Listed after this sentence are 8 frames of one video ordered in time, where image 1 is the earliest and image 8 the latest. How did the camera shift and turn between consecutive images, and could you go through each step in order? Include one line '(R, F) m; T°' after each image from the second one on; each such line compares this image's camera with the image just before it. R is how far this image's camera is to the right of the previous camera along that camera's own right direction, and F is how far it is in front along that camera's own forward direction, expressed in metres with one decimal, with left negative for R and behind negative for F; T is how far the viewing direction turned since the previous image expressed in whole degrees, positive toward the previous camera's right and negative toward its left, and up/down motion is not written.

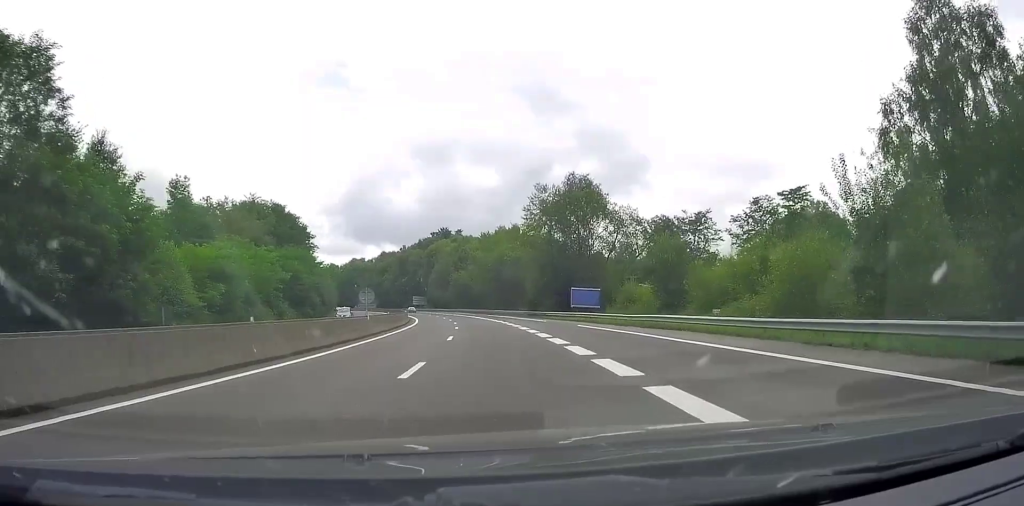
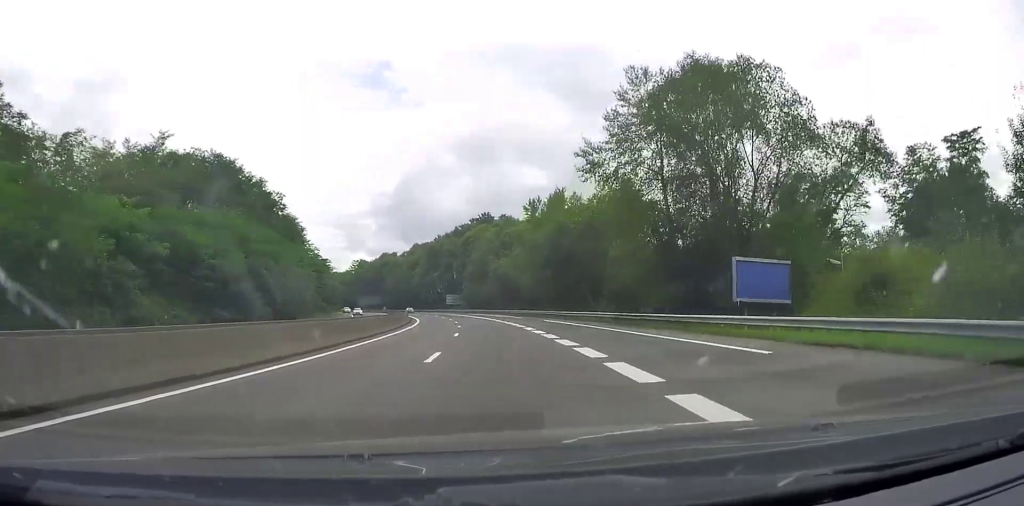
(-2.2, +36.3) m; -6°
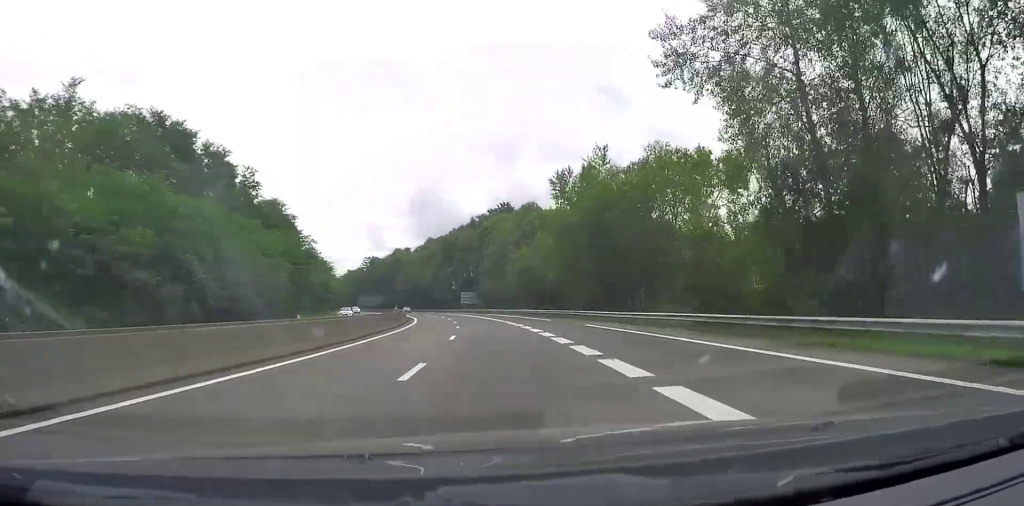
(-0.6, +16.8) m; -2°
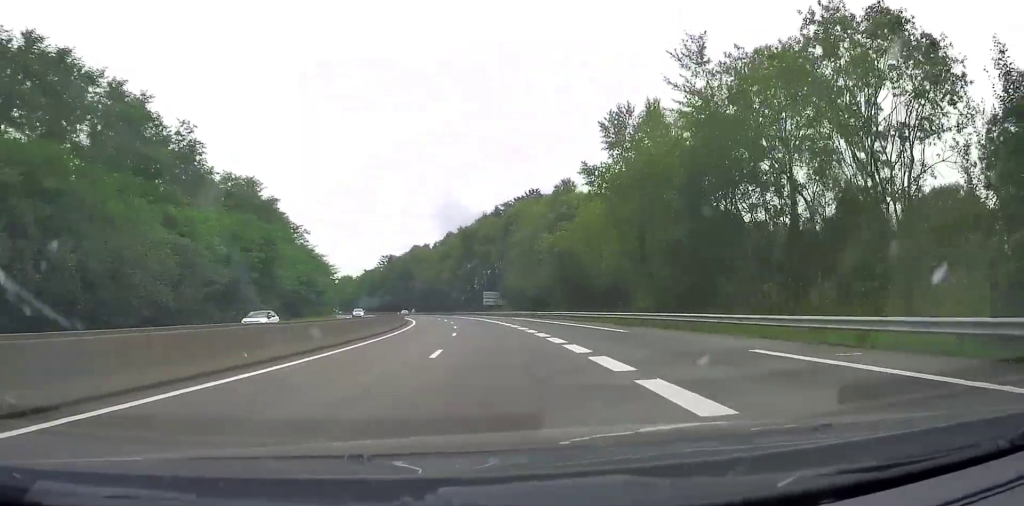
(-0.5, +21.0) m; -3°
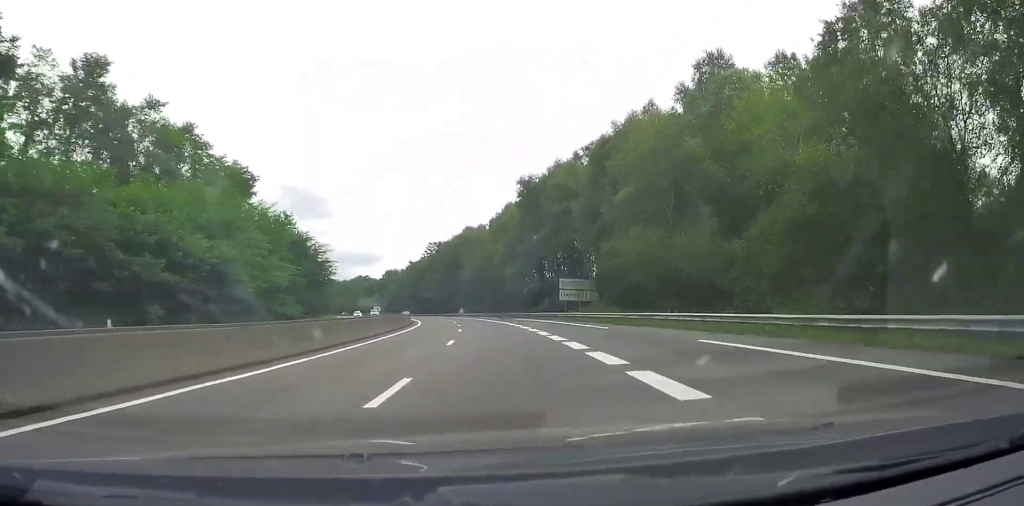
(-2.5, +47.2) m; -6°
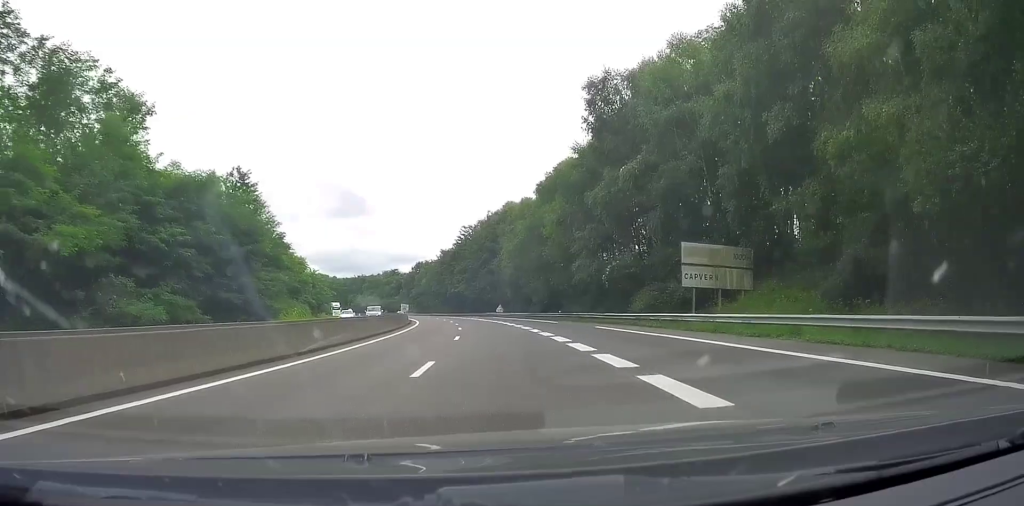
(-0.9, +35.7) m; -4°
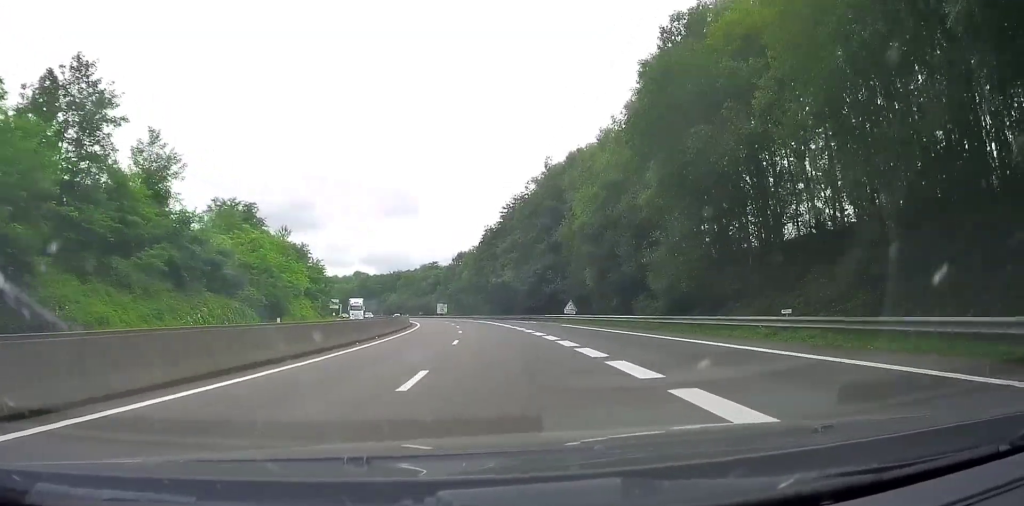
(-2.4, +41.0) m; -6°
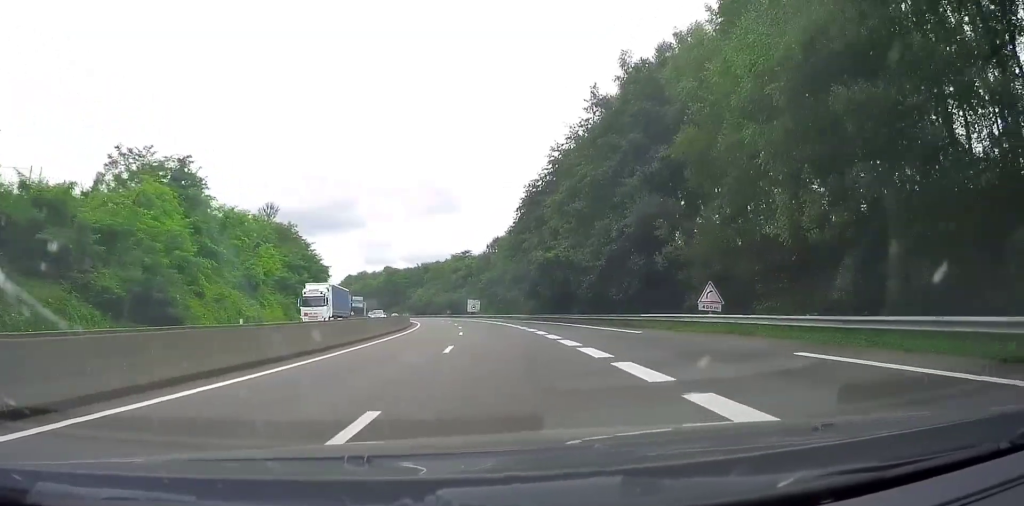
(-1.2, +31.6) m; -4°
